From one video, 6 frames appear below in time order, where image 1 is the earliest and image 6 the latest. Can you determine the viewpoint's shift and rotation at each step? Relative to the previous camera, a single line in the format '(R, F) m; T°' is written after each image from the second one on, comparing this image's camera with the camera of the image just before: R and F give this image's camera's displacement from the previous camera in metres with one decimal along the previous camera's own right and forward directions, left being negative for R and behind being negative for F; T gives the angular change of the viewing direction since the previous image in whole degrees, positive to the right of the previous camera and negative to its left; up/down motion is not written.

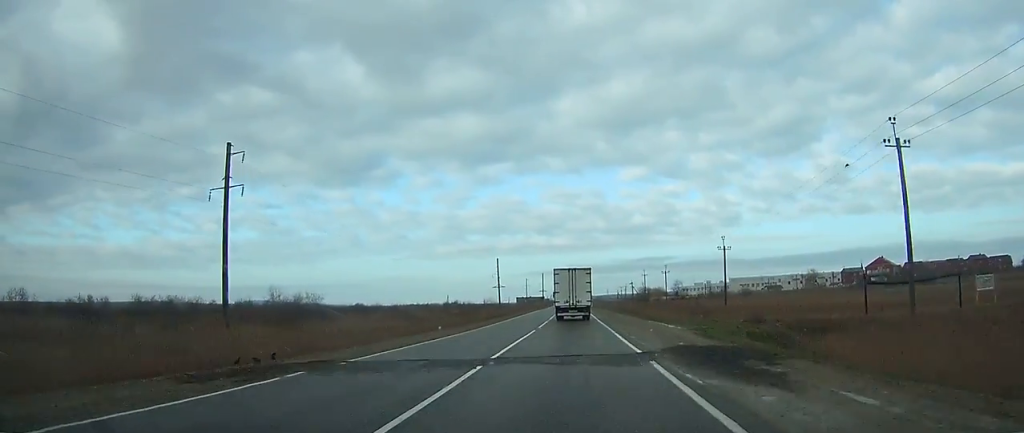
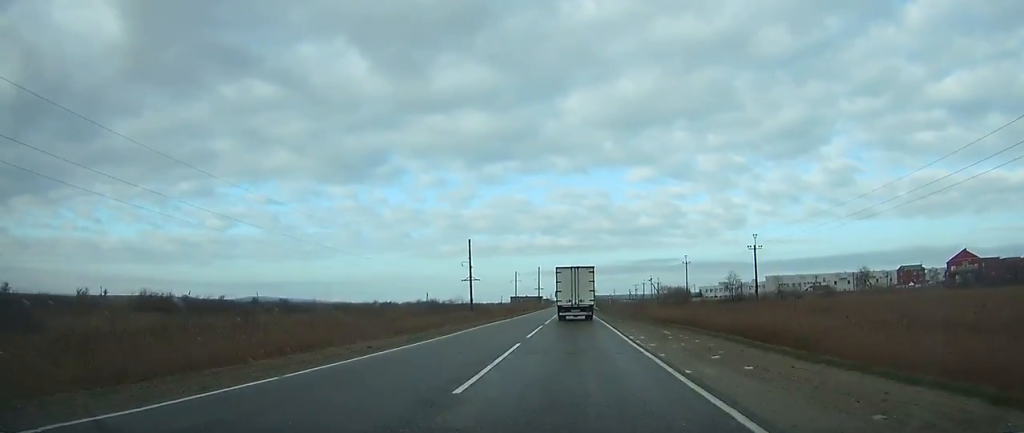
(-0.7, +56.6) m; -1°
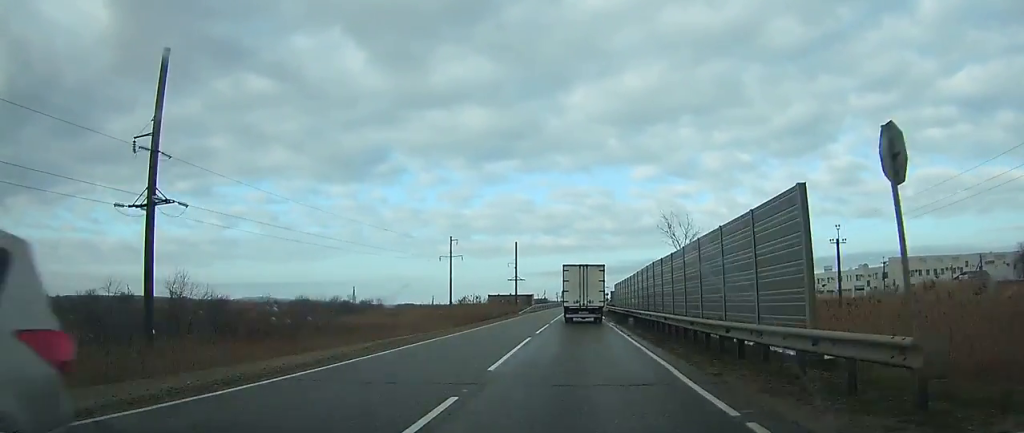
(+0.3, +104.7) m; +1°
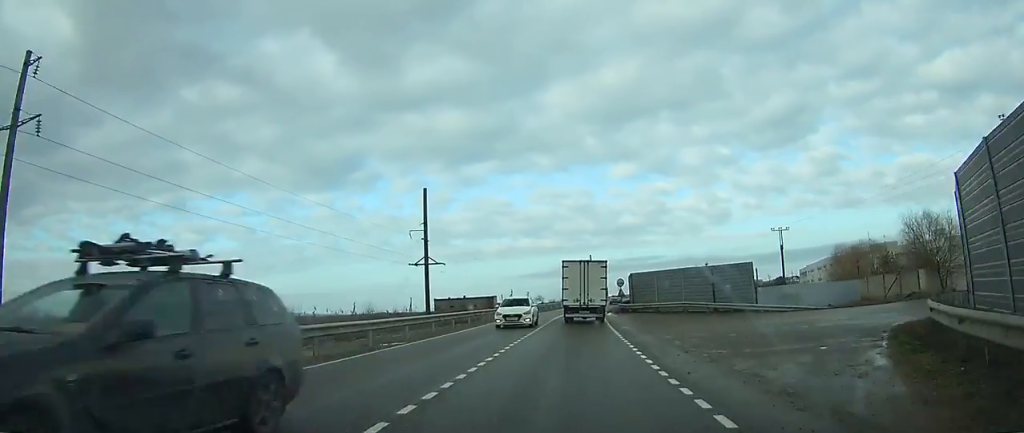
(+1.4, +72.0) m; +3°
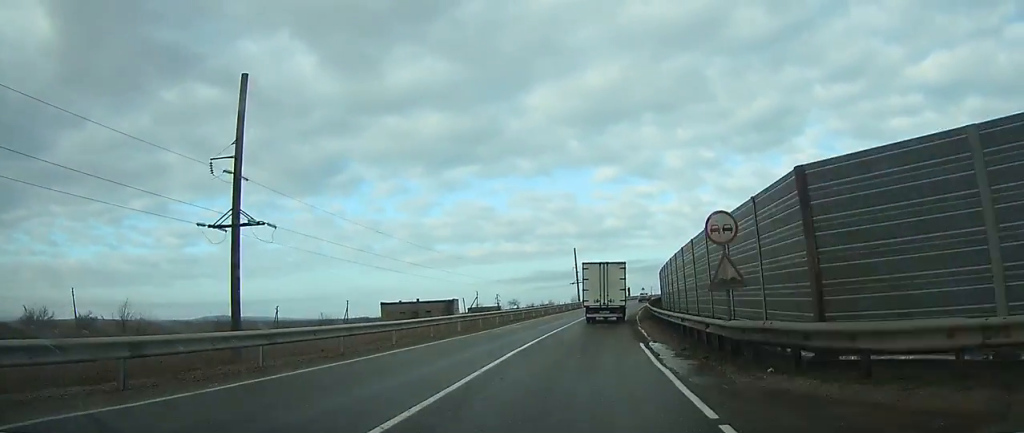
(+0.9, +39.2) m; +3°
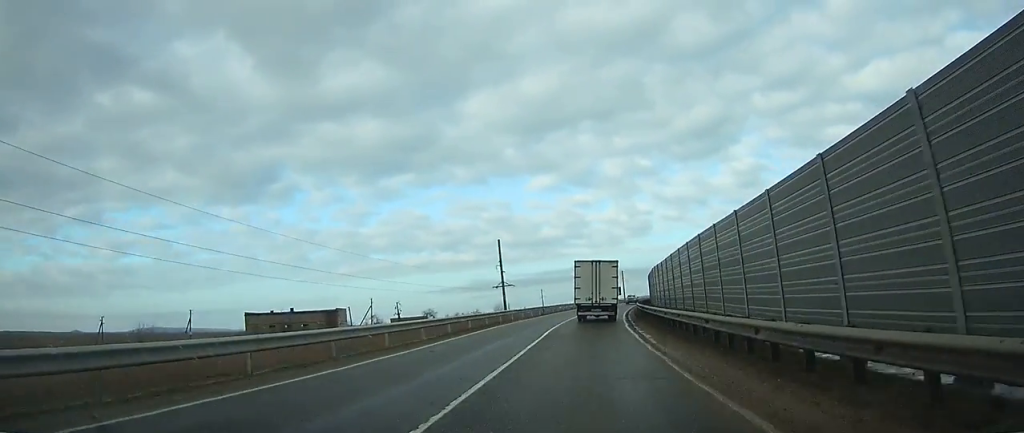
(+1.5, +39.7) m; +4°
